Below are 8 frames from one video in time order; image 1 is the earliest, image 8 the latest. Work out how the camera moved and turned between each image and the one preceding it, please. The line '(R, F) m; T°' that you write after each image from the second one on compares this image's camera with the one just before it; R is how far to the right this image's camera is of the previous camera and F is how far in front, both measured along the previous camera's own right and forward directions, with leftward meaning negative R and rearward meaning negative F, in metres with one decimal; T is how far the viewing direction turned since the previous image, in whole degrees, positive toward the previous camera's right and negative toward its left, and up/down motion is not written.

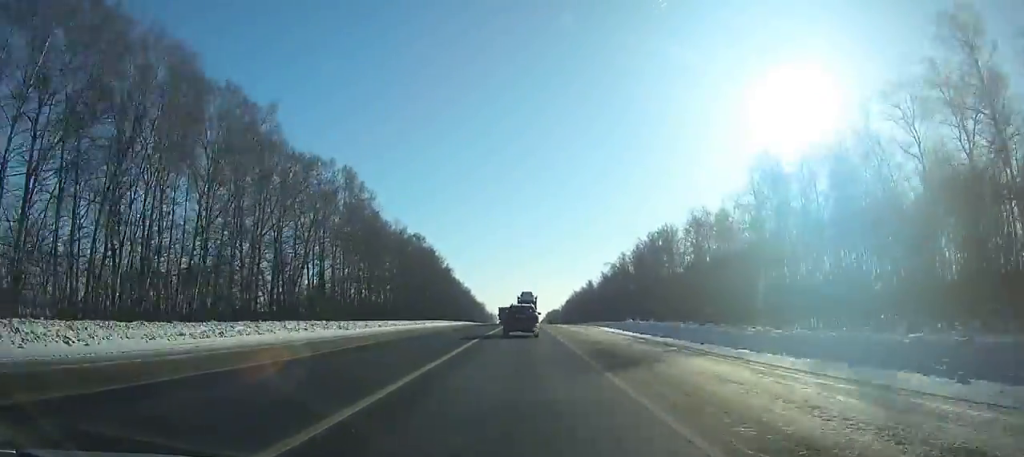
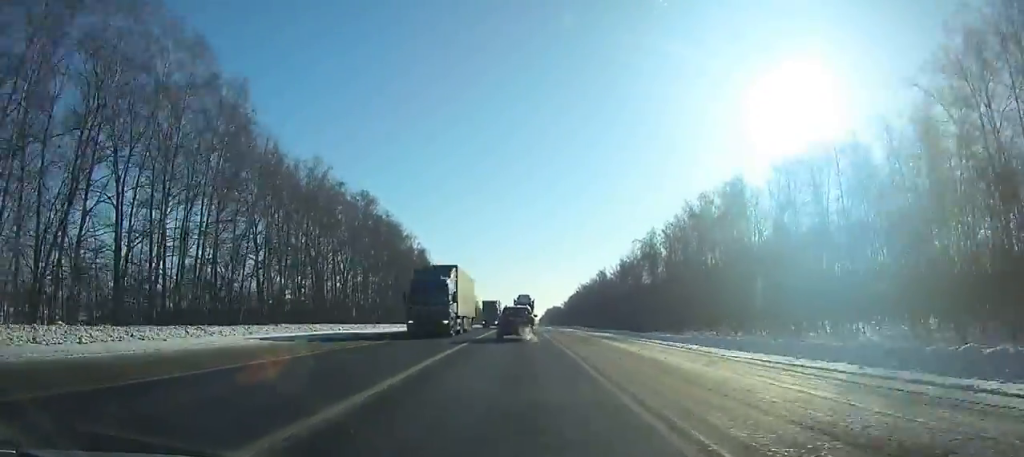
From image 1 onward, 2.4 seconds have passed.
(0.0, +52.3) m; 0°
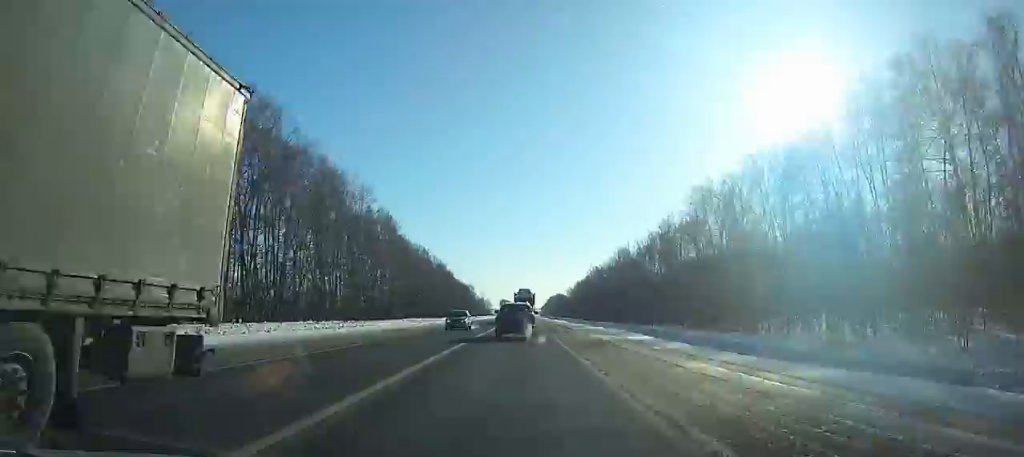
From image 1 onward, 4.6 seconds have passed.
(-0.1, +47.9) m; 0°
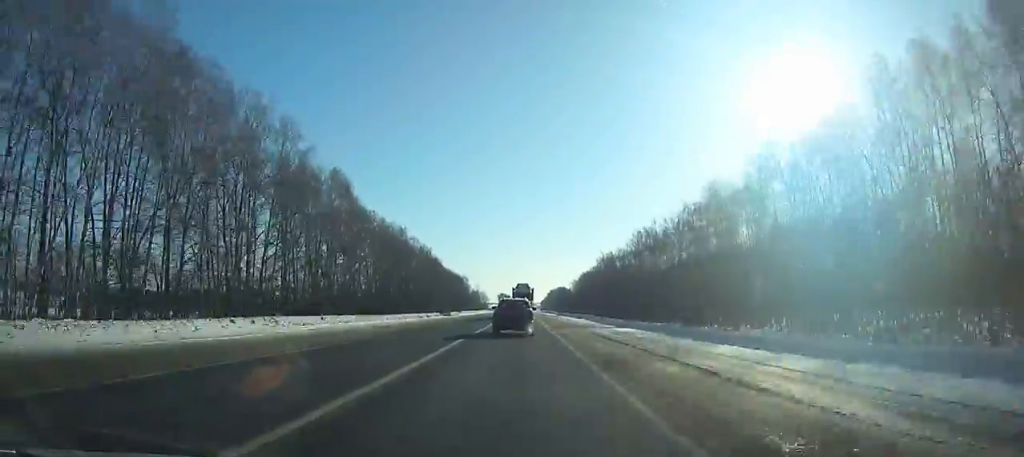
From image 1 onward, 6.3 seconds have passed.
(0.0, +36.8) m; 0°
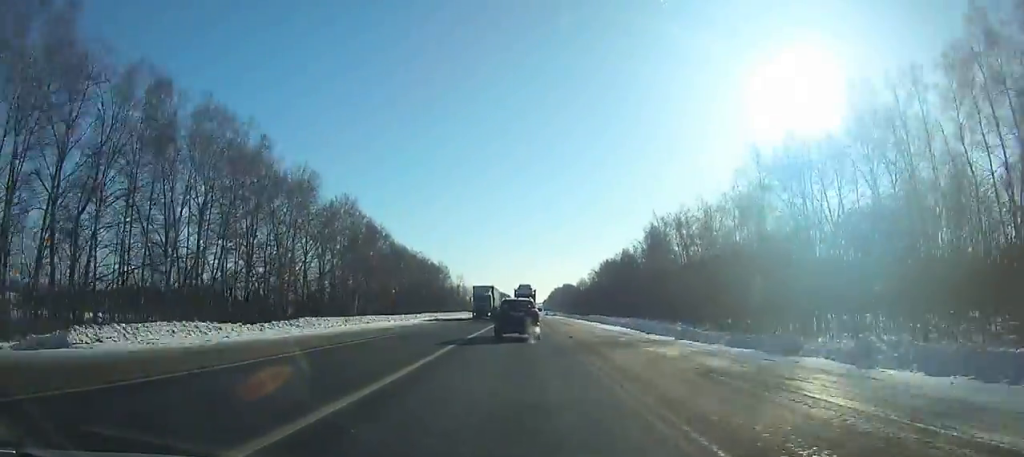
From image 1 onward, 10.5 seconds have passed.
(-0.1, +88.0) m; 0°
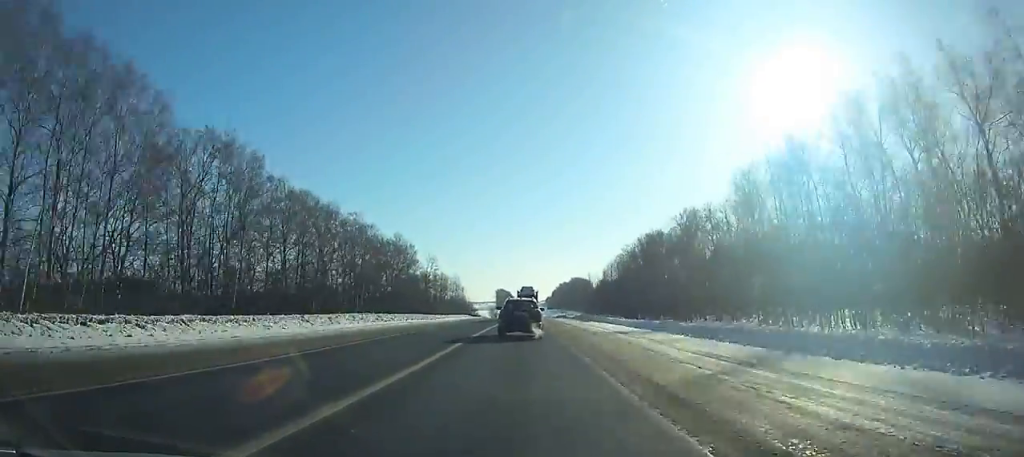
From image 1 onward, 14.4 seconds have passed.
(+0.2, +77.4) m; 0°
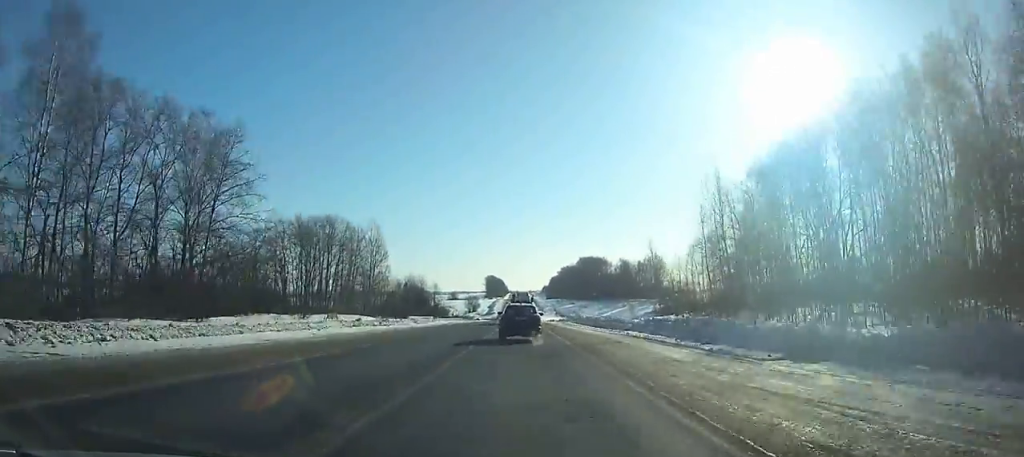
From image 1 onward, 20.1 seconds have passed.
(+0.1, +114.4) m; 0°
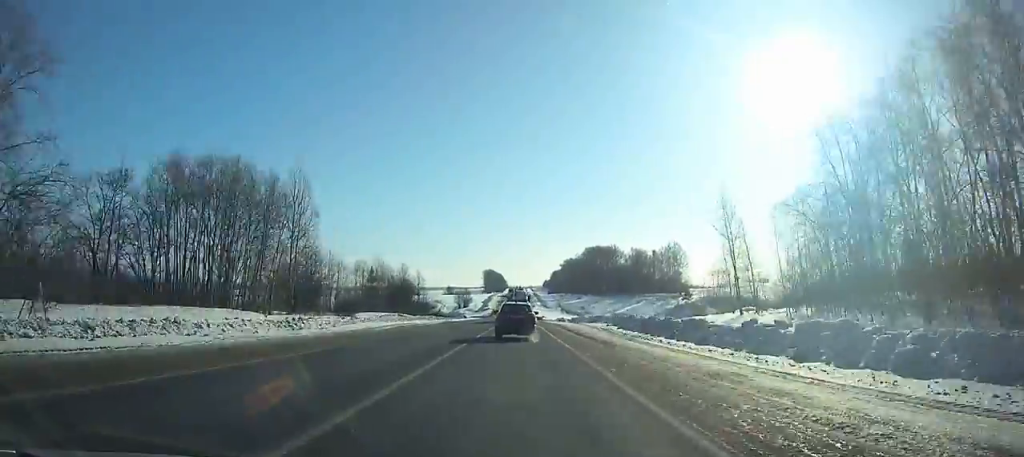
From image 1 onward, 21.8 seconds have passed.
(+0.1, +34.8) m; 0°
